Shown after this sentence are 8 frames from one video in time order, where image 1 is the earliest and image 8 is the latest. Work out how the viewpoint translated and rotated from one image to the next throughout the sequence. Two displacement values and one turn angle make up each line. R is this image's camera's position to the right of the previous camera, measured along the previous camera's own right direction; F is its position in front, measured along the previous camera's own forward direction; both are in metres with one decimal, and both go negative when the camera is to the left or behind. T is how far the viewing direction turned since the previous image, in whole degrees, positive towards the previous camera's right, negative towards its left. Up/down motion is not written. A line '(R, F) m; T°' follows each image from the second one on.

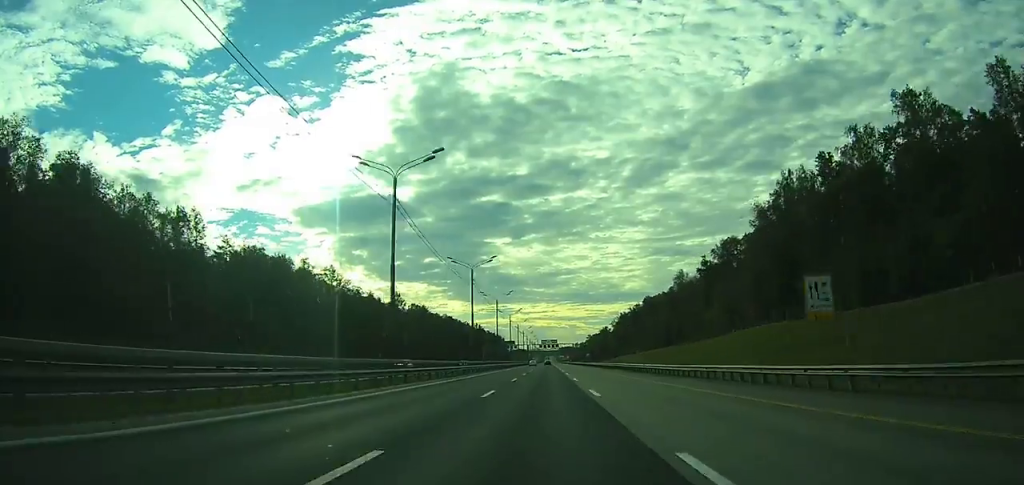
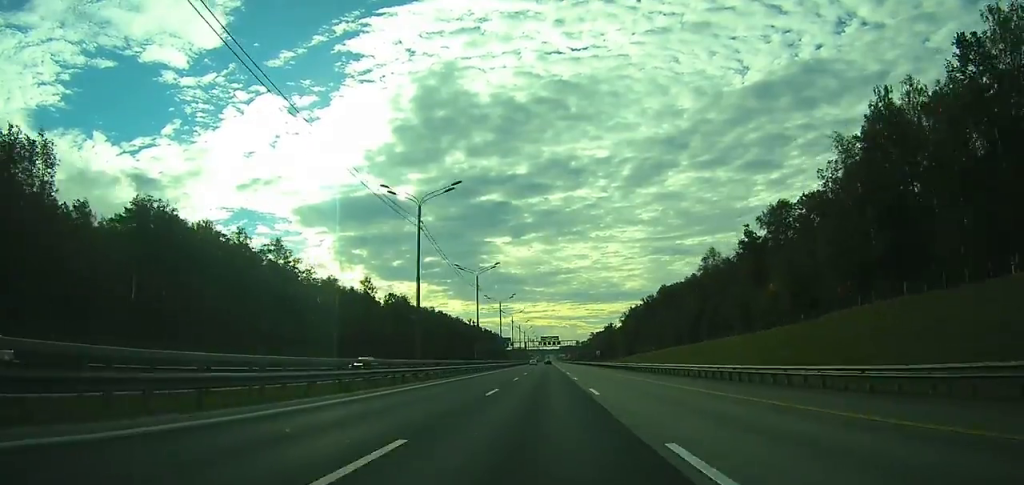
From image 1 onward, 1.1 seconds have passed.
(0.0, +28.3) m; 0°
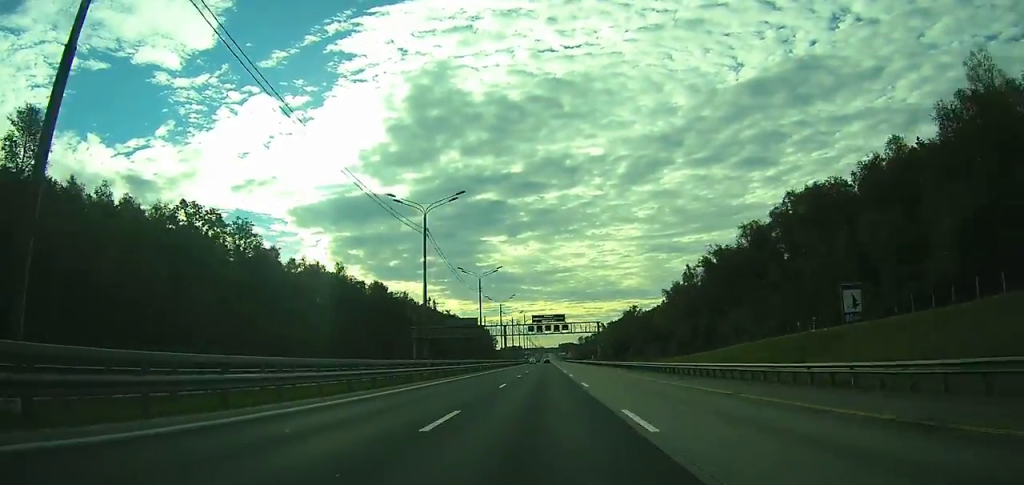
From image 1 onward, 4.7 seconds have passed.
(-0.2, +97.8) m; 0°
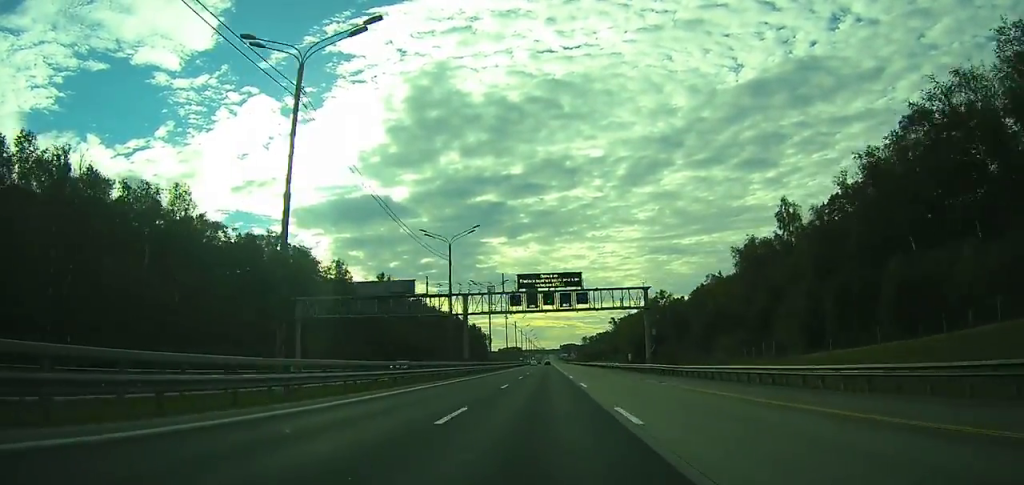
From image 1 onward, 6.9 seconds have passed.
(+0.1, +62.6) m; 0°
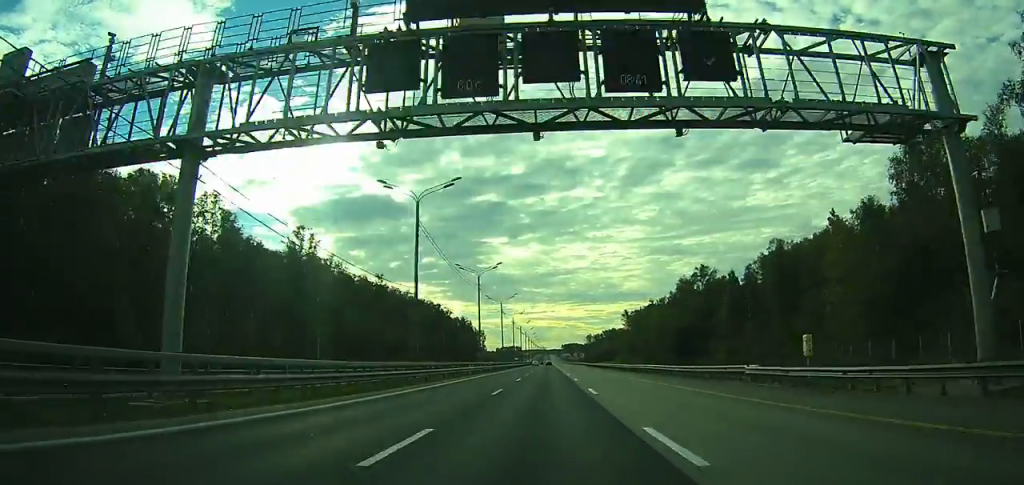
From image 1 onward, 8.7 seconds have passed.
(+0.1, +53.7) m; 0°
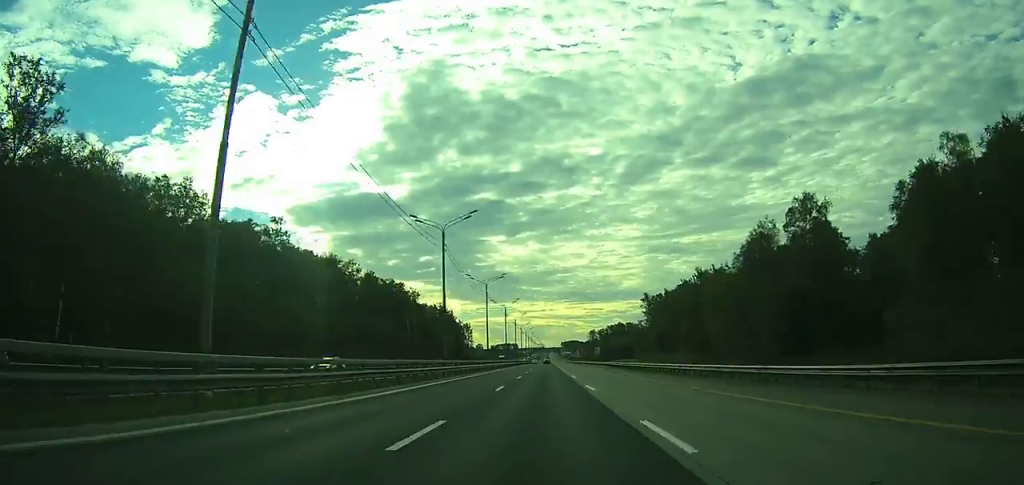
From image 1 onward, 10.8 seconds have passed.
(0.0, +60.8) m; 0°
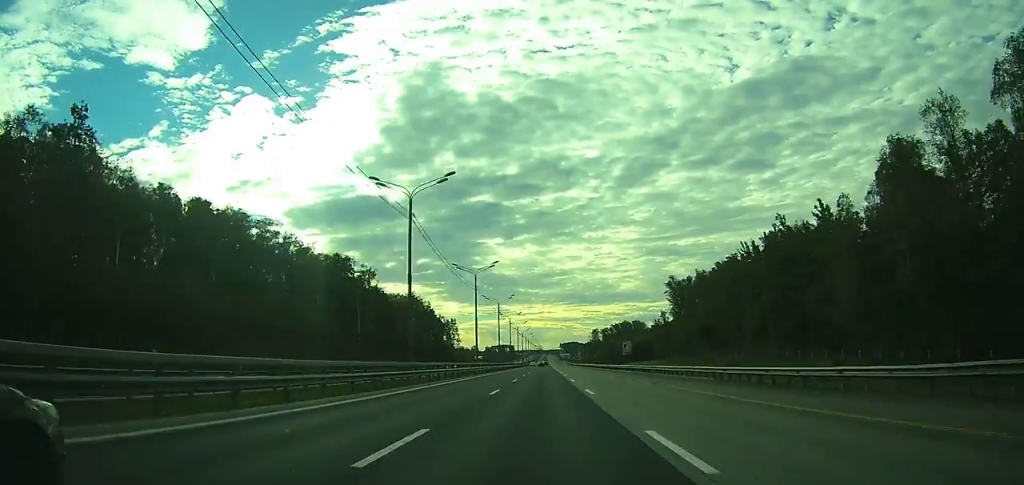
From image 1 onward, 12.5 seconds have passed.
(0.0, +47.6) m; 0°
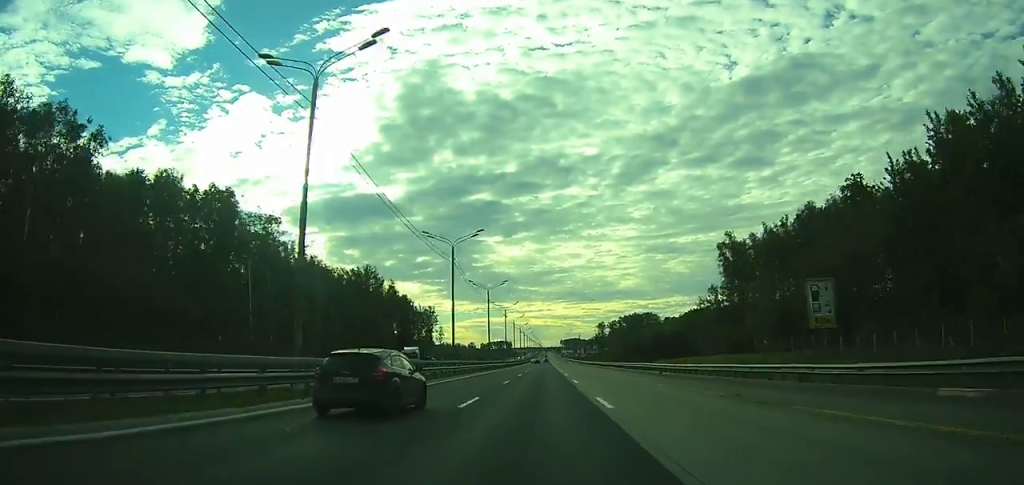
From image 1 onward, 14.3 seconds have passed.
(0.0, +57.4) m; 0°
